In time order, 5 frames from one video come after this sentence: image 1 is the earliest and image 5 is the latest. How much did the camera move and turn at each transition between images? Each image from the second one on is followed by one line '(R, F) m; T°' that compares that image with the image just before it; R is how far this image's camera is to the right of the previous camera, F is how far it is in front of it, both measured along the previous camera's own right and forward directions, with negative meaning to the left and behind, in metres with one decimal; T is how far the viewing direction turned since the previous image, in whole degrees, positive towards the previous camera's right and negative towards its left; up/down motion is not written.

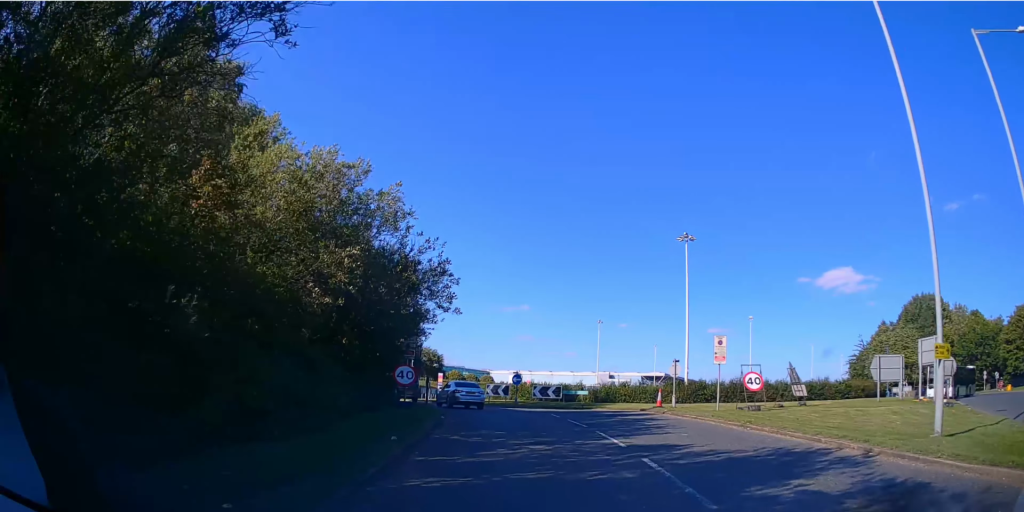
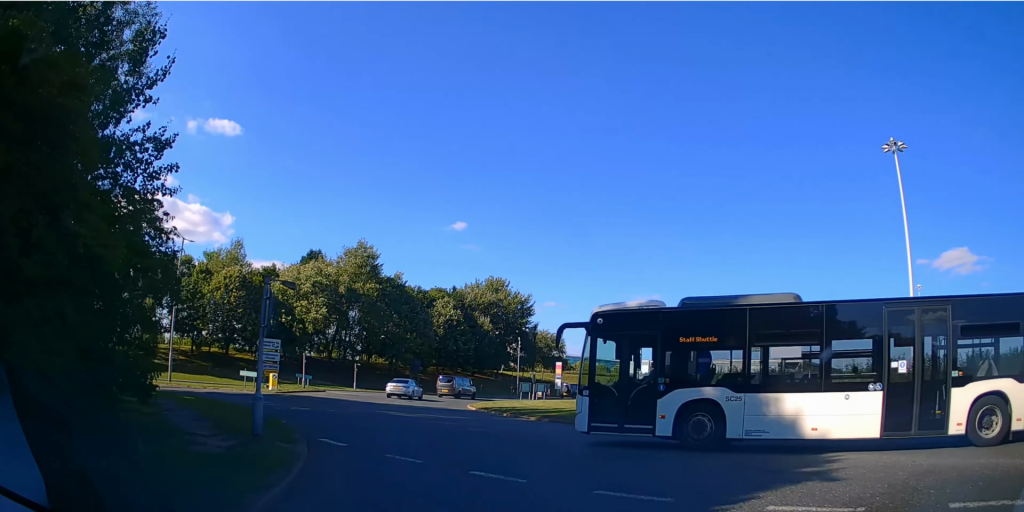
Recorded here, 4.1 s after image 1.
(-2.7, +29.1) m; -16°
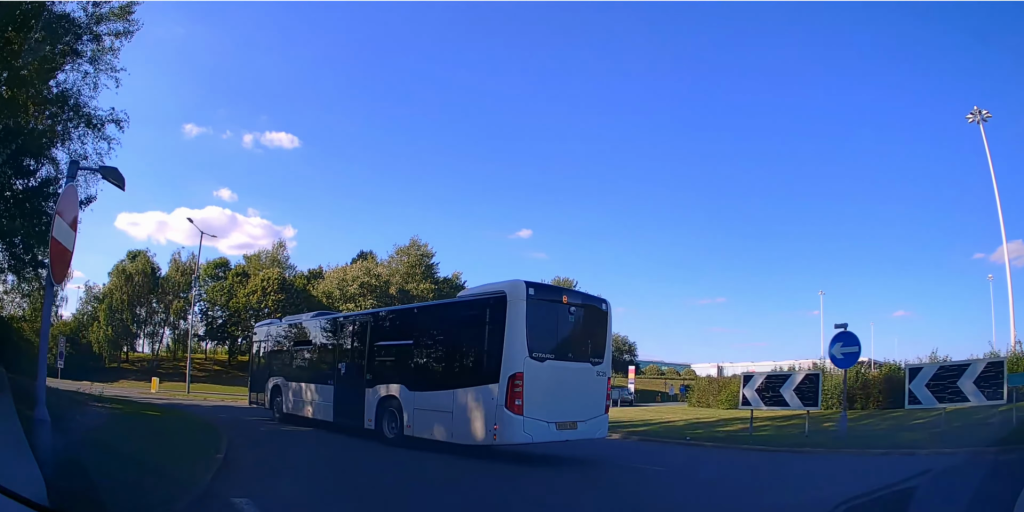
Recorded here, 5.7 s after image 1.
(-0.7, +6.1) m; -13°
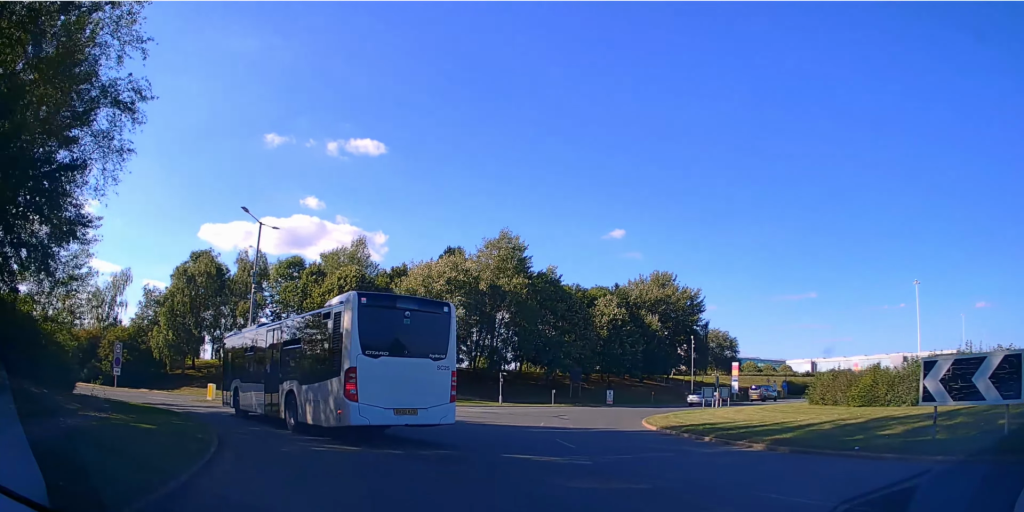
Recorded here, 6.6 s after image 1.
(-0.2, +3.2) m; -4°
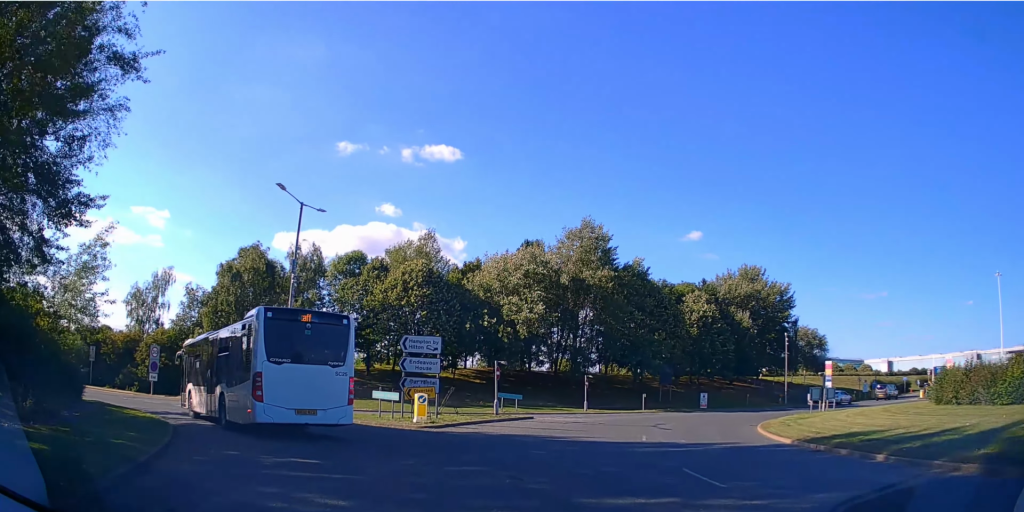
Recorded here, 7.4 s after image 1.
(-0.1, +4.0) m; -1°
